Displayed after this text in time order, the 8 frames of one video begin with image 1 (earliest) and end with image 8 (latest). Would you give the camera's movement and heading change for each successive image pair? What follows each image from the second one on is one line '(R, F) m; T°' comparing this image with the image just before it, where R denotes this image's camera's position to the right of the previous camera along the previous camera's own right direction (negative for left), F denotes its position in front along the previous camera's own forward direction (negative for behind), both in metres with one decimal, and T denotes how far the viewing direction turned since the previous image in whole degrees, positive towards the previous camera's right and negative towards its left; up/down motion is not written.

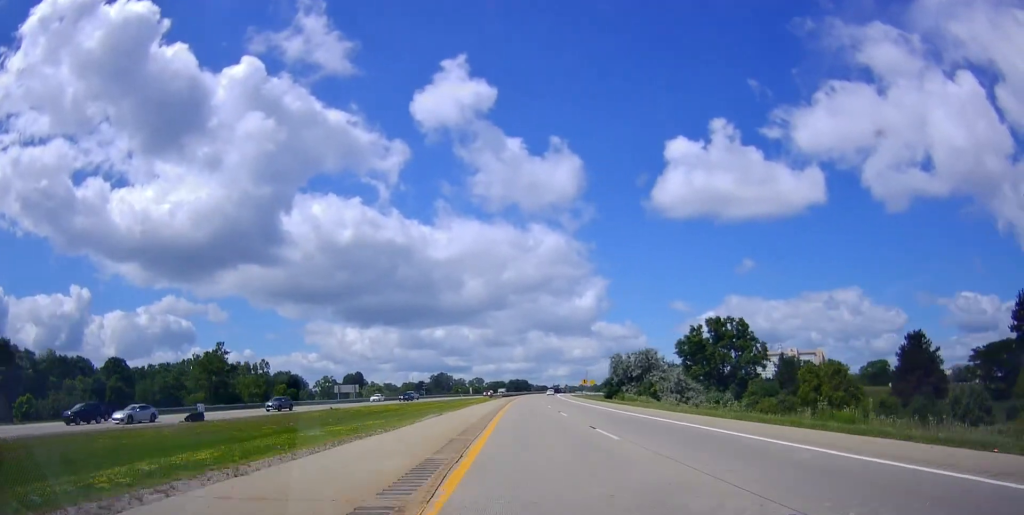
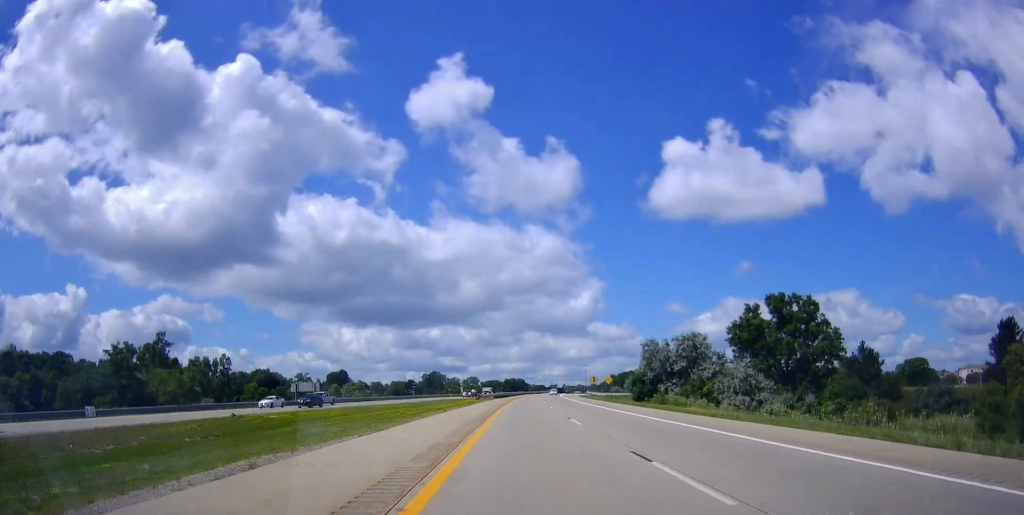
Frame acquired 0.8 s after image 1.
(+0.5, +23.7) m; +1°
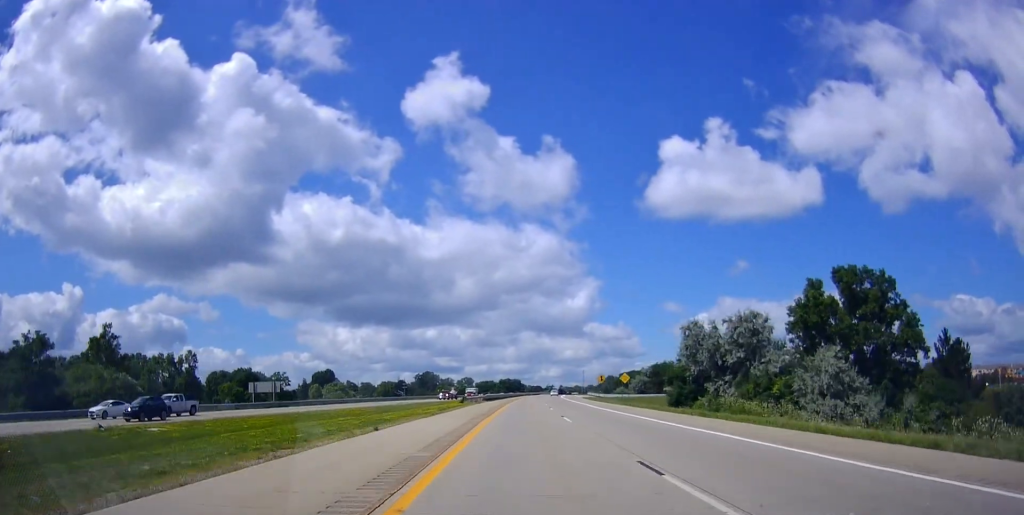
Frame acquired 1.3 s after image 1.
(-0.1, +16.6) m; 0°
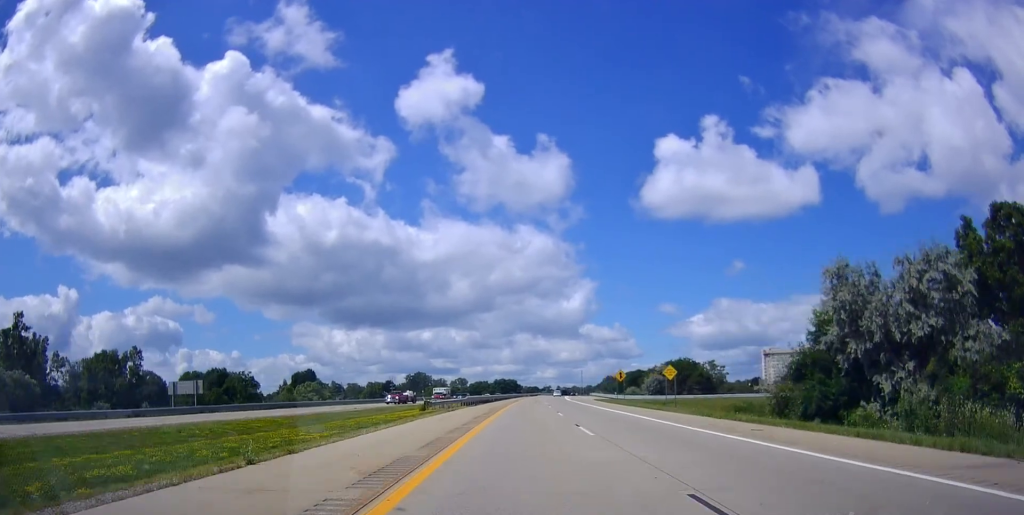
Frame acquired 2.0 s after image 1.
(-0.1, +22.8) m; +1°
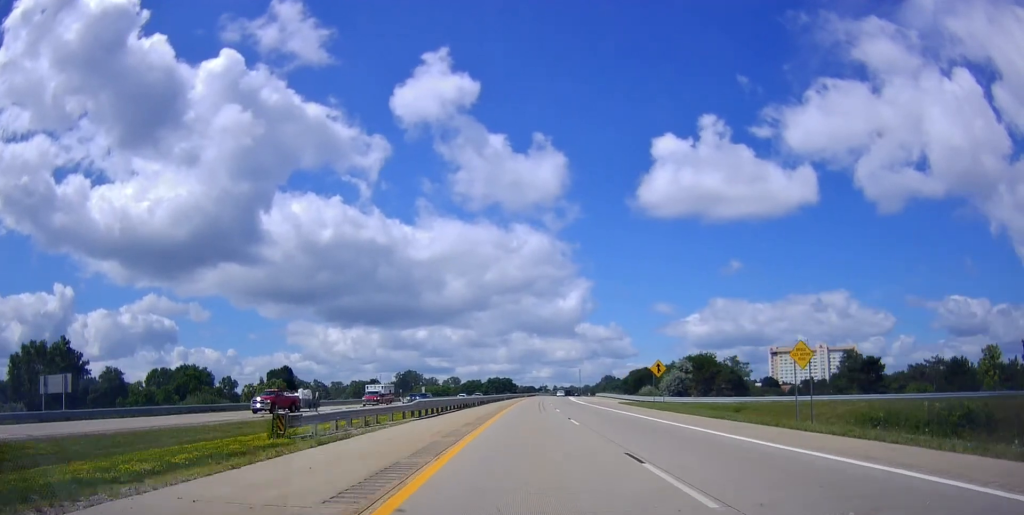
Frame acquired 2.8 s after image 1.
(0.0, +23.8) m; +2°
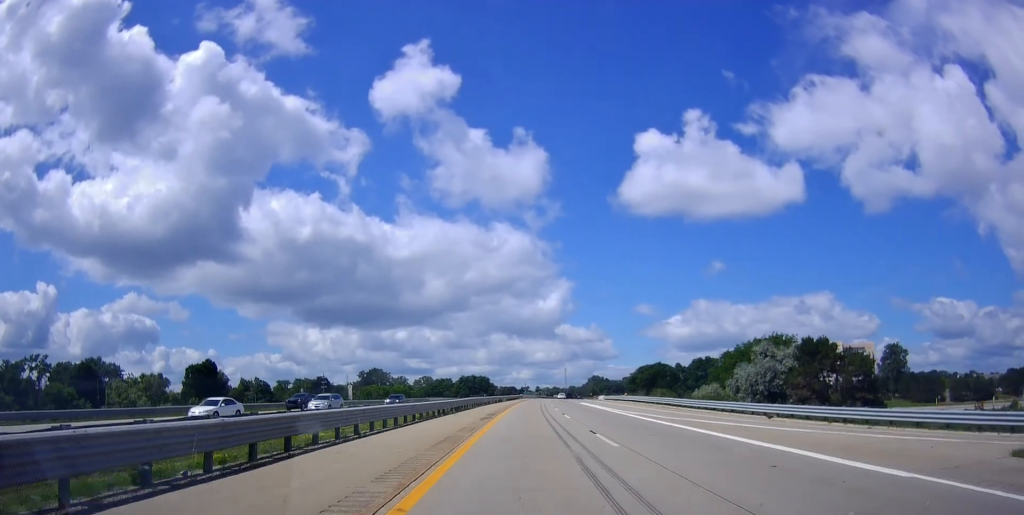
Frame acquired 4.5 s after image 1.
(+2.9, +53.7) m; +4°
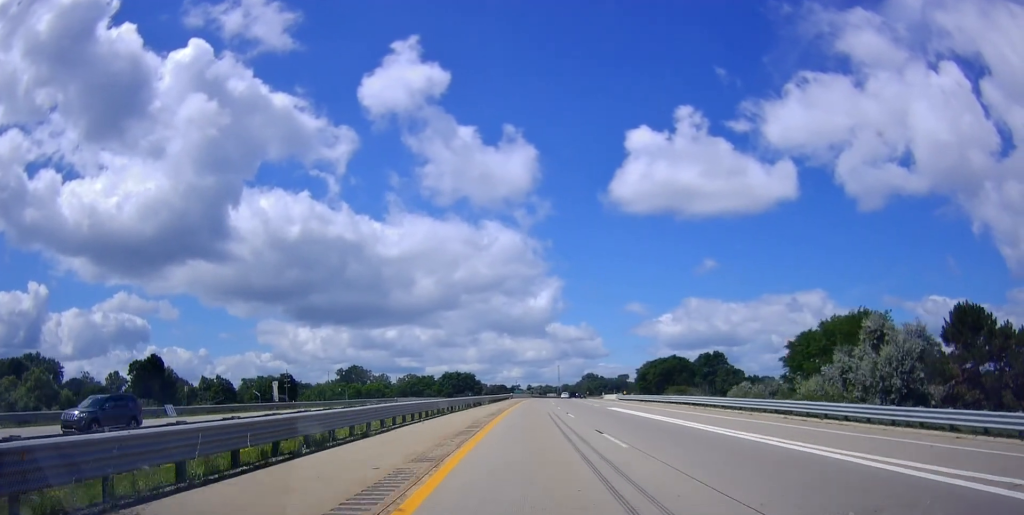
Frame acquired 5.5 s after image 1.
(-0.1, +29.8) m; 0°
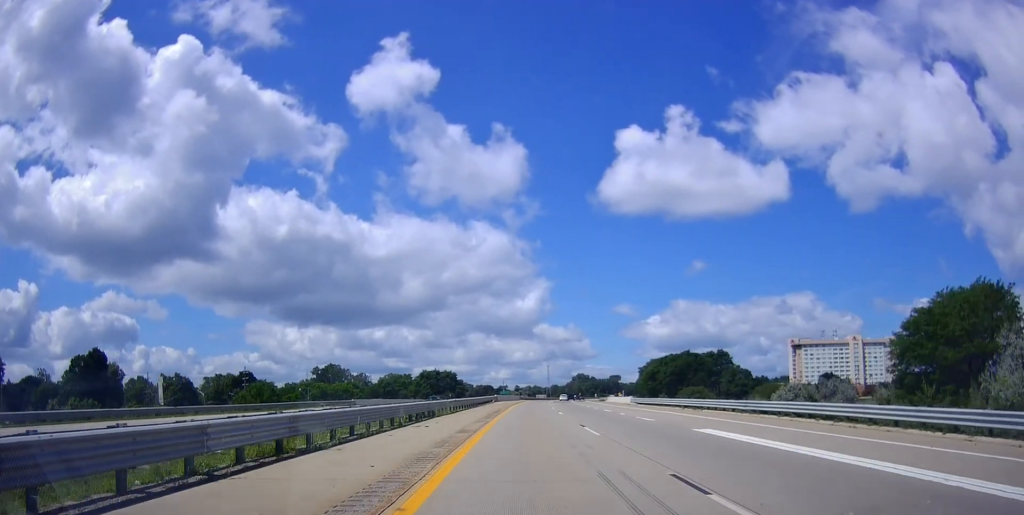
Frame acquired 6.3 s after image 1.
(+0.1, +24.4) m; 0°
